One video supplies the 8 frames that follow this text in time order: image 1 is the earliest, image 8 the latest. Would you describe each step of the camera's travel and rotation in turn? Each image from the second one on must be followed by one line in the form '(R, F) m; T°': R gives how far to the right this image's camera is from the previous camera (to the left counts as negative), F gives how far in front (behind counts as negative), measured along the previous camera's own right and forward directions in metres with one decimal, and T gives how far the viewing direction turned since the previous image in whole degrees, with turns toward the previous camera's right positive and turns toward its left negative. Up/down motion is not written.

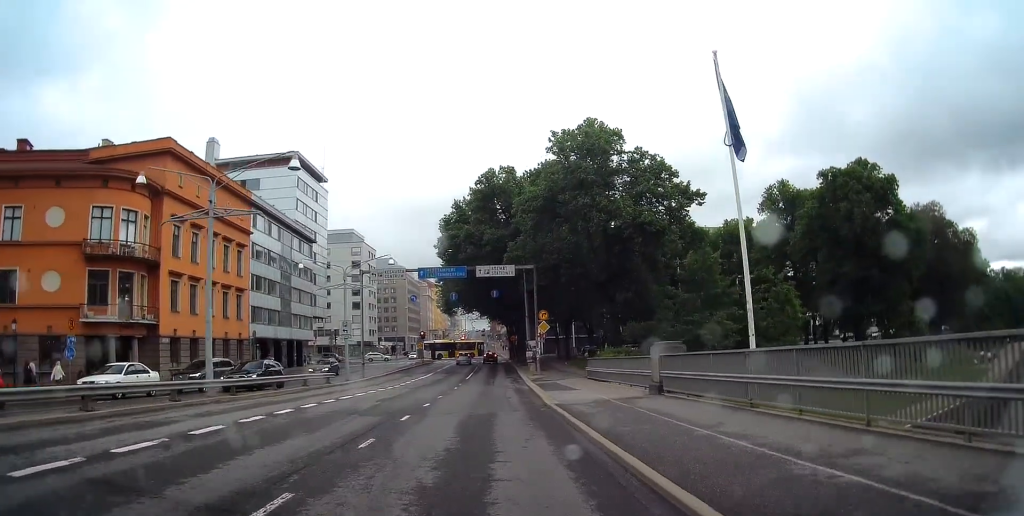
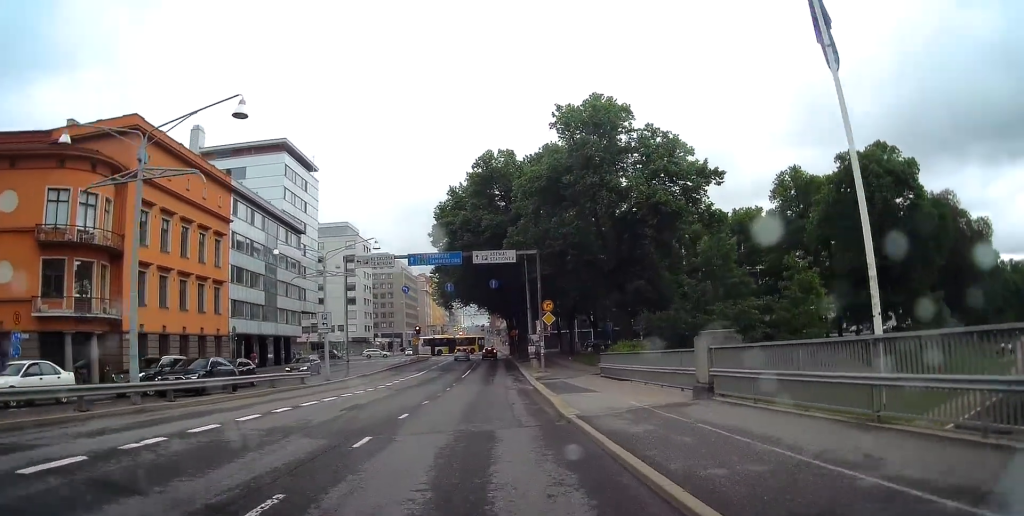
(-0.1, +4.4) m; 0°
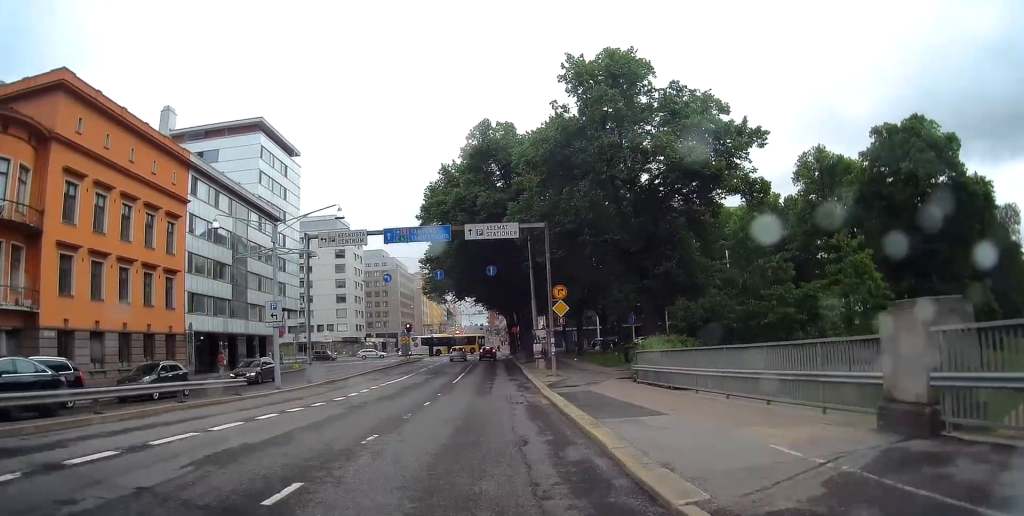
(+0.2, +7.6) m; +1°
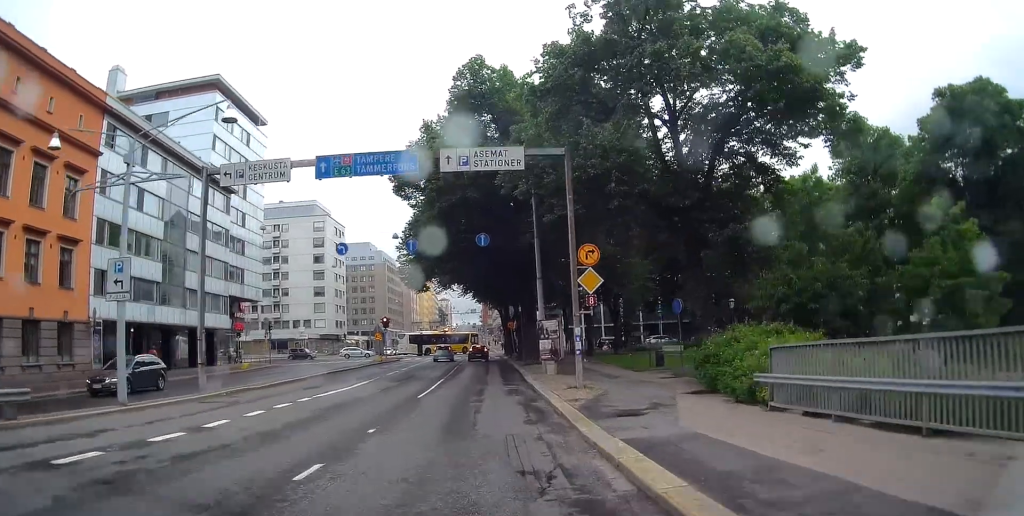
(0.0, +11.0) m; 0°
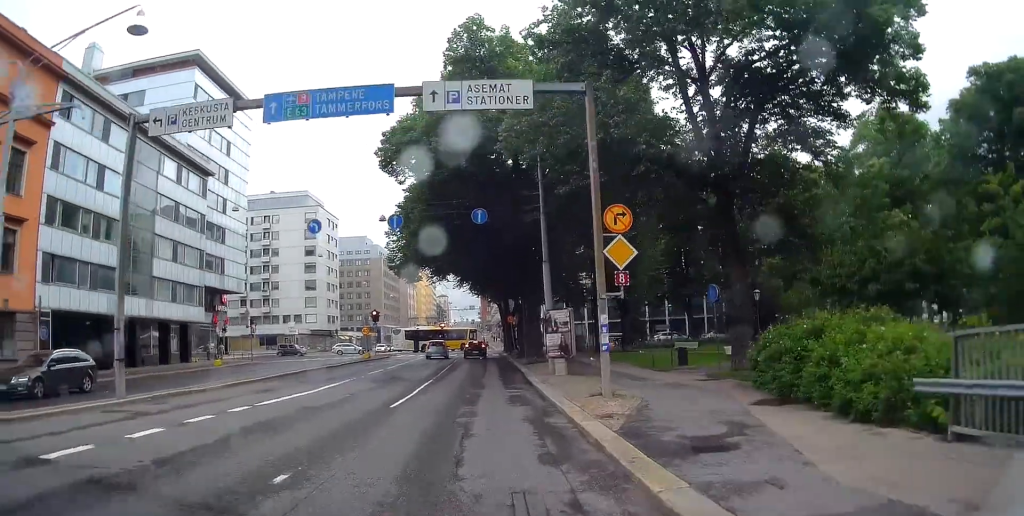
(0.0, +4.6) m; 0°
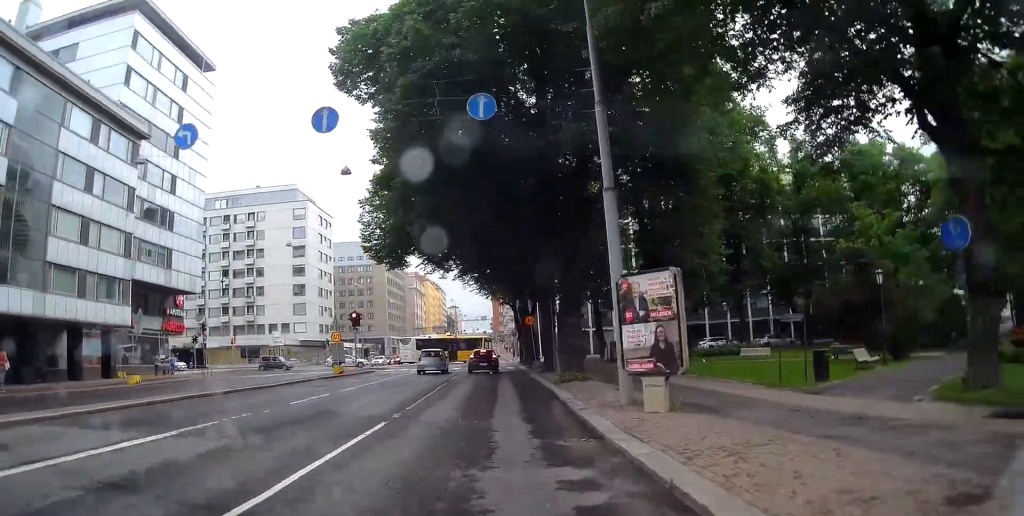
(-0.1, +11.9) m; -1°
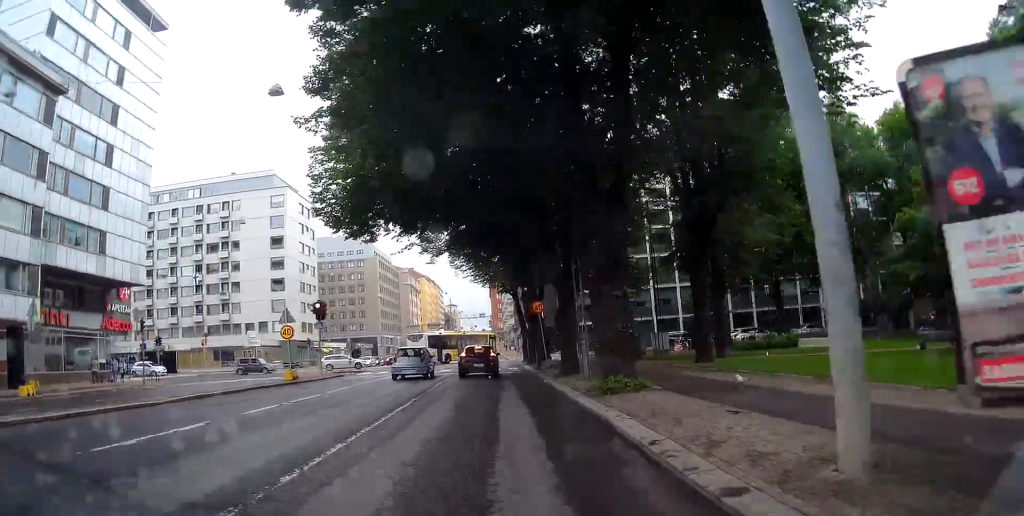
(+0.1, +8.3) m; +2°
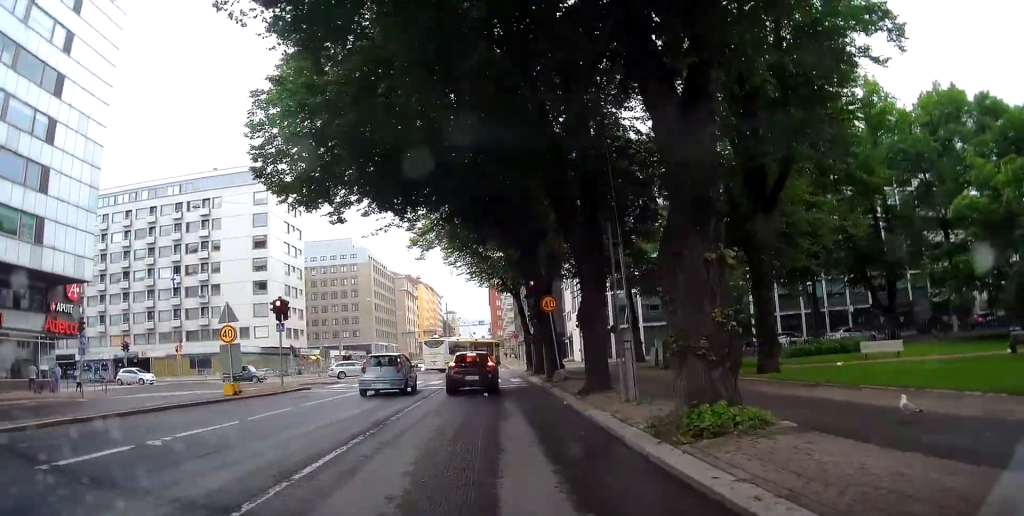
(+0.2, +6.4) m; -3°
